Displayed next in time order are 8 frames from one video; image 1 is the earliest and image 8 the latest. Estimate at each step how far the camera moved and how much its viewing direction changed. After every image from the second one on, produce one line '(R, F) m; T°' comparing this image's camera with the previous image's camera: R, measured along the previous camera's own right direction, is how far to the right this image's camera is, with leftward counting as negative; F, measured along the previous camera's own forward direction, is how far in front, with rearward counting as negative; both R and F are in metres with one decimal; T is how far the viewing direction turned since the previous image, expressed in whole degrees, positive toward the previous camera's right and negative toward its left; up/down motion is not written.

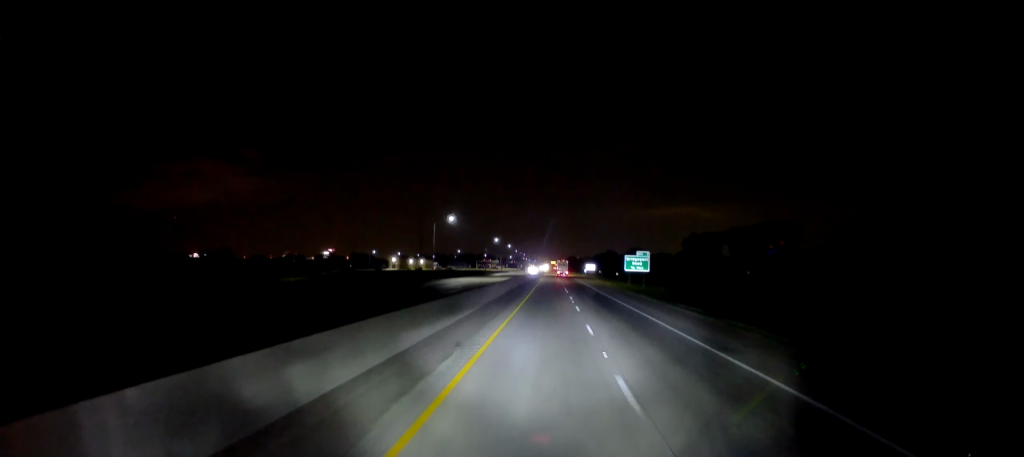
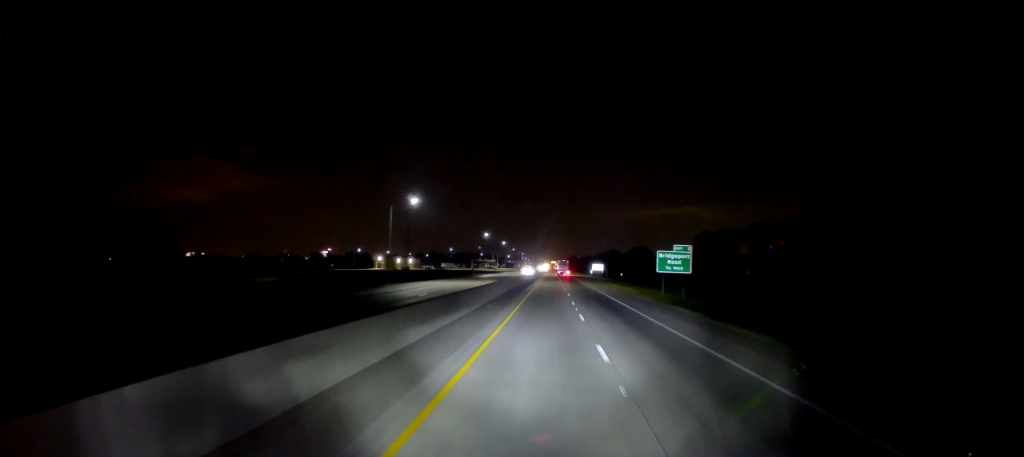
(+0.4, +31.0) m; 0°
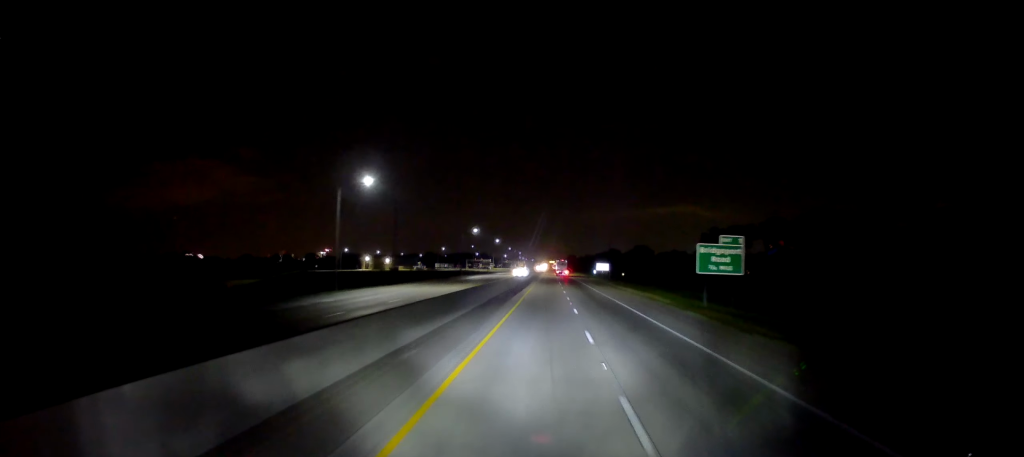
(-0.3, +20.2) m; 0°
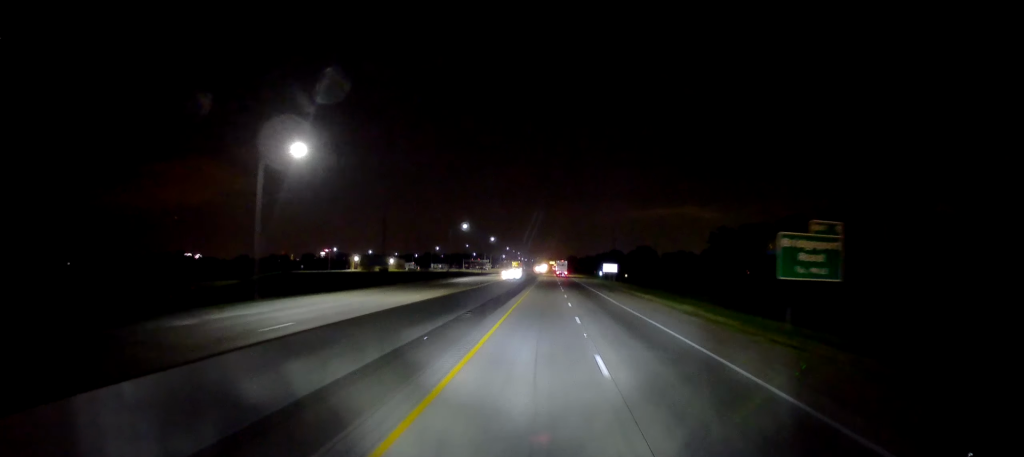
(-0.3, +17.7) m; 0°
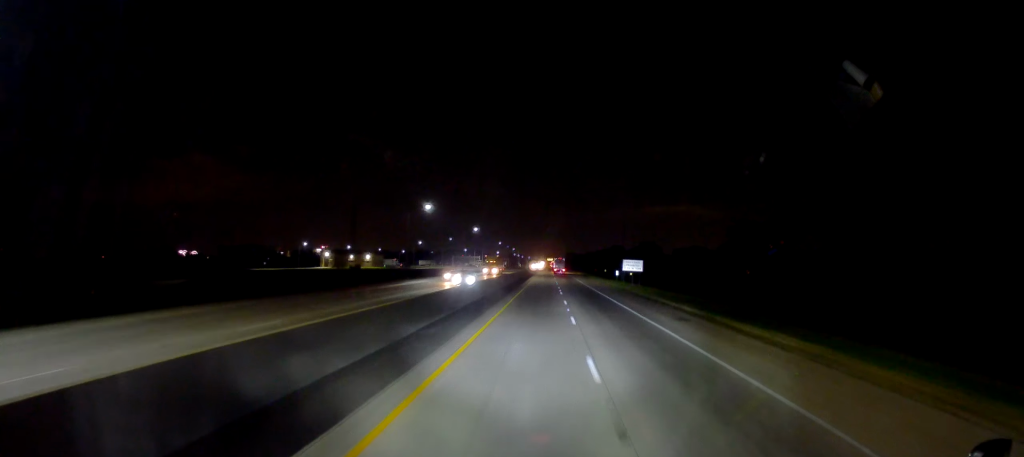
(+0.5, +38.2) m; +1°
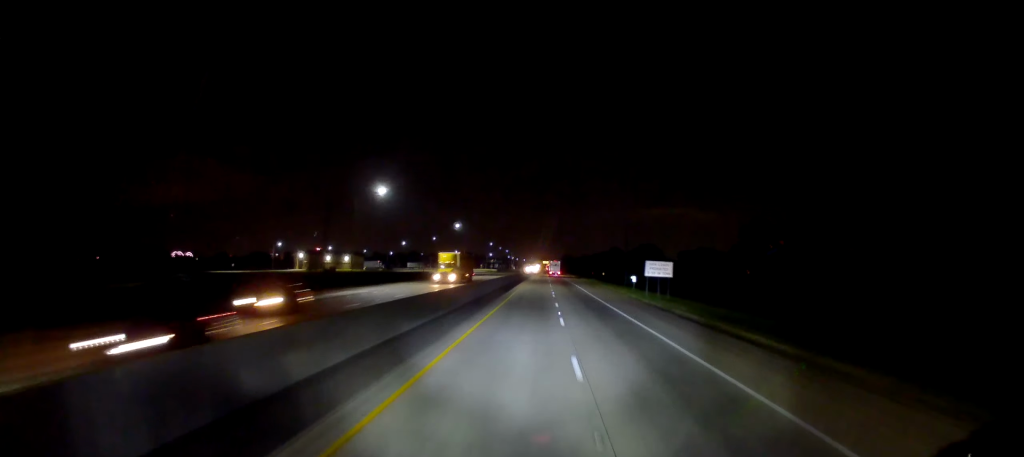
(-0.1, +23.0) m; 0°
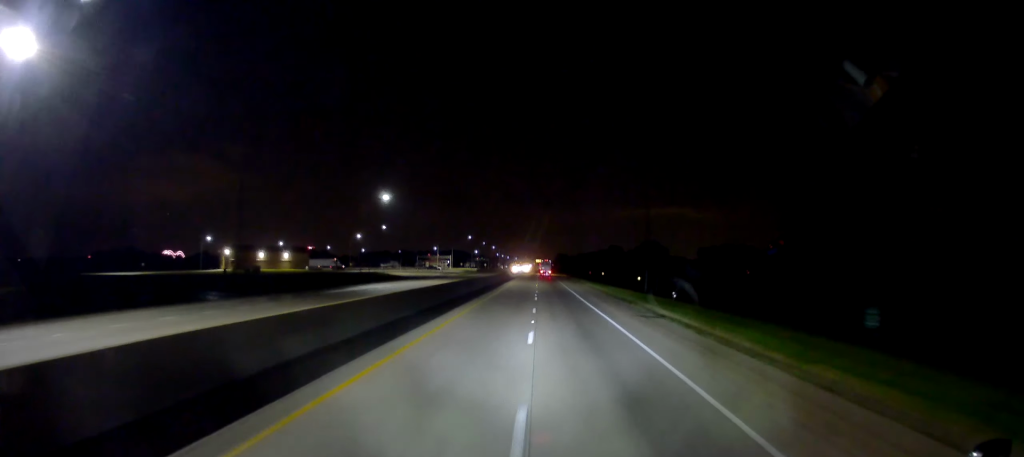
(+0.3, +56.0) m; 0°
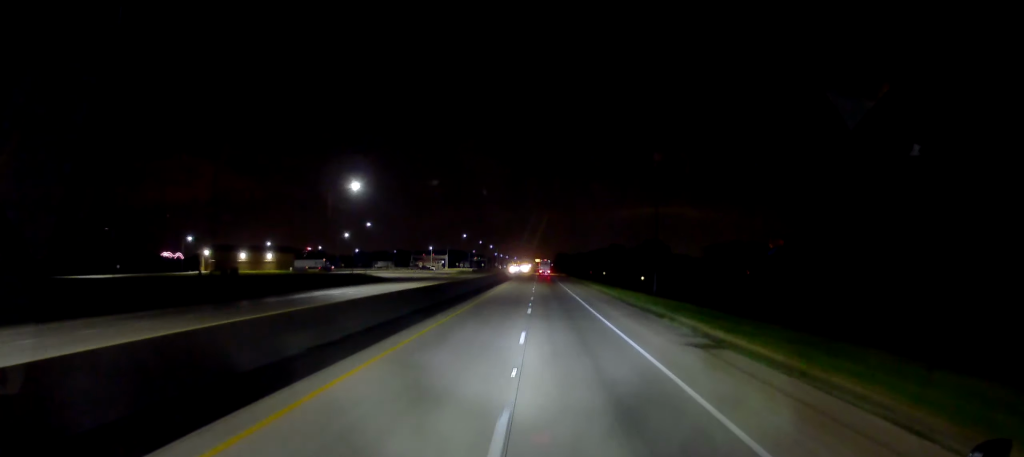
(+0.1, +11.9) m; 0°
